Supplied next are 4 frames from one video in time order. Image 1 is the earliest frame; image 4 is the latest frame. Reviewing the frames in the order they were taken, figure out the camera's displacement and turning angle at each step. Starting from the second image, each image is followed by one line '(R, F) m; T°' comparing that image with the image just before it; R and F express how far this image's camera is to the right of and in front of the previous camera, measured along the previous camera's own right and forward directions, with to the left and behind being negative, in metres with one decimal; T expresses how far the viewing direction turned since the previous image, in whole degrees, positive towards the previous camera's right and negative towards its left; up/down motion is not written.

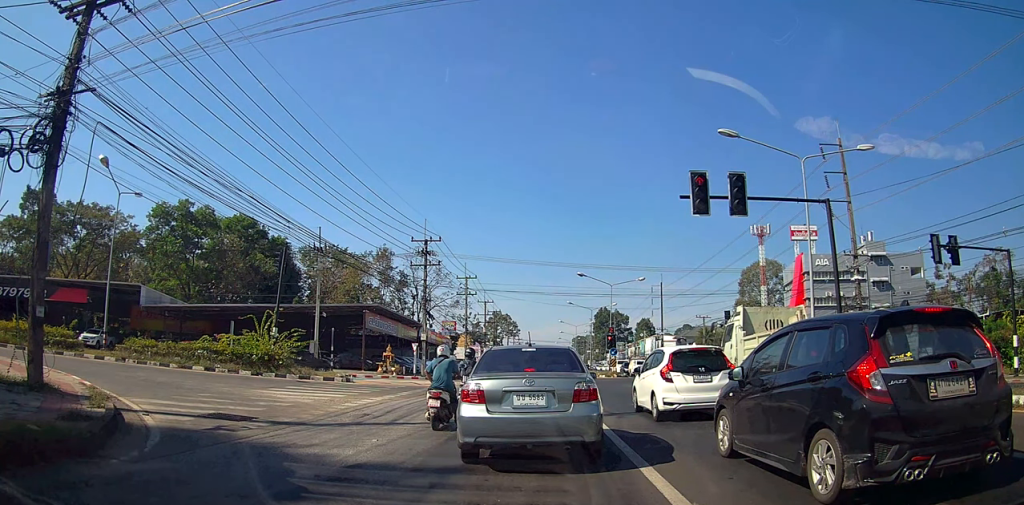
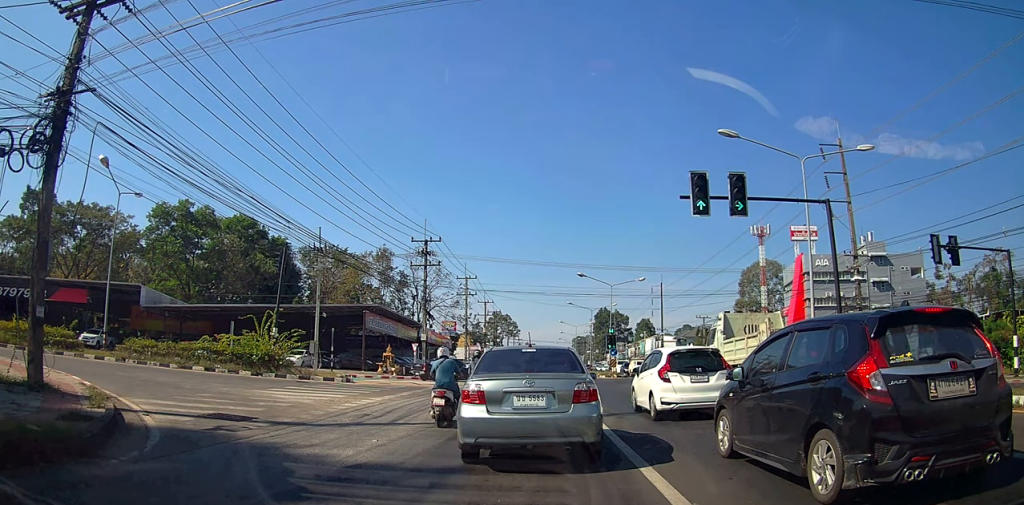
(0.0, 0.0) m; 0°
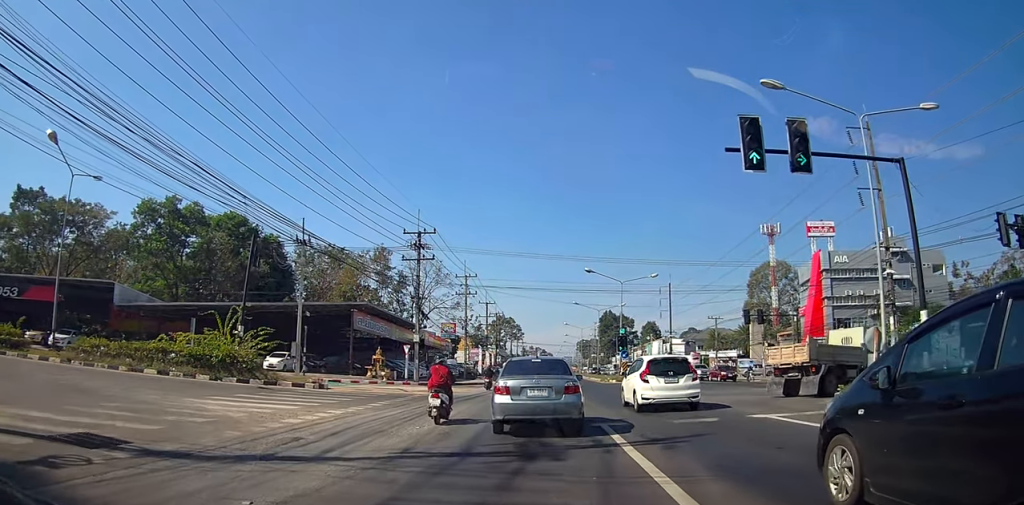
(-0.3, +0.6) m; 0°
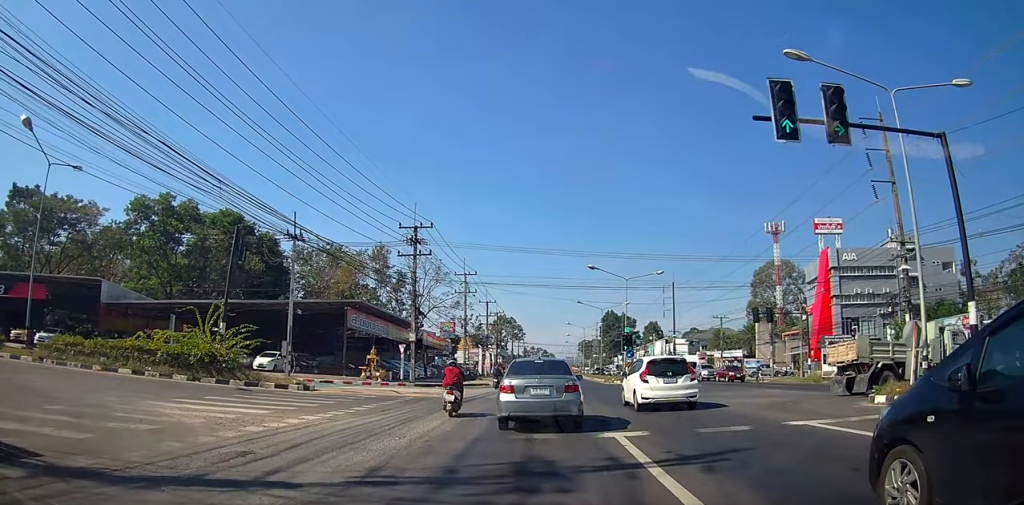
(-0.1, +0.5) m; 0°
